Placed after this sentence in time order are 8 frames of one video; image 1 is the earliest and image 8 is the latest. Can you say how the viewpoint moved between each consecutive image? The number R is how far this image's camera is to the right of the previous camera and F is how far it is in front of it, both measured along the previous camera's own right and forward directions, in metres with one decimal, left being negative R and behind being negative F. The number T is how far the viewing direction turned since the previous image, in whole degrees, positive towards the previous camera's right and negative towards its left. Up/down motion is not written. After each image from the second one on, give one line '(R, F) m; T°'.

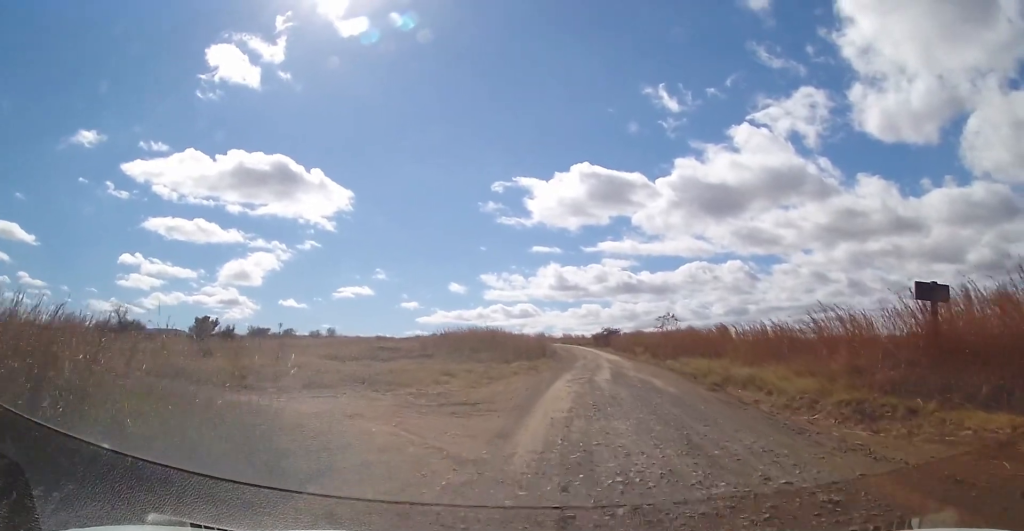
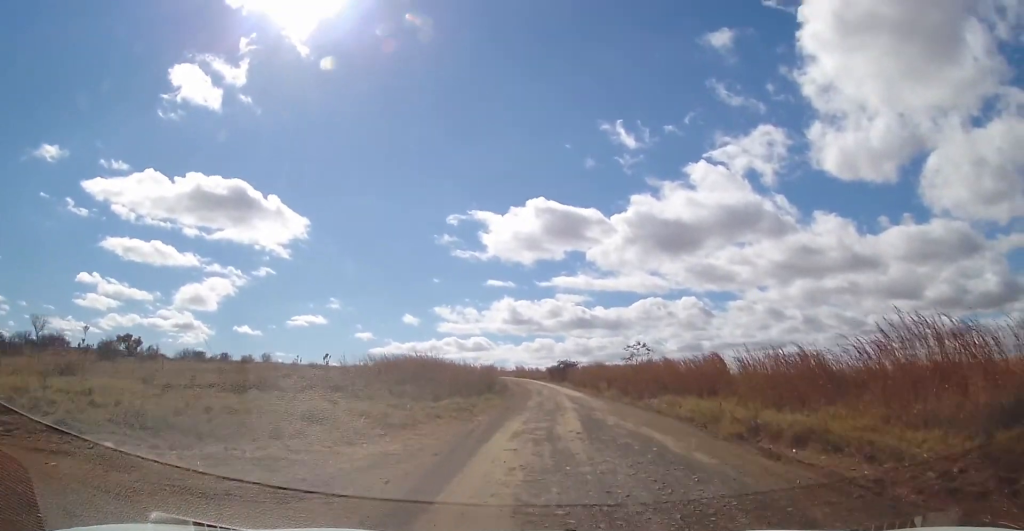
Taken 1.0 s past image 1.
(+0.2, +8.6) m; +3°
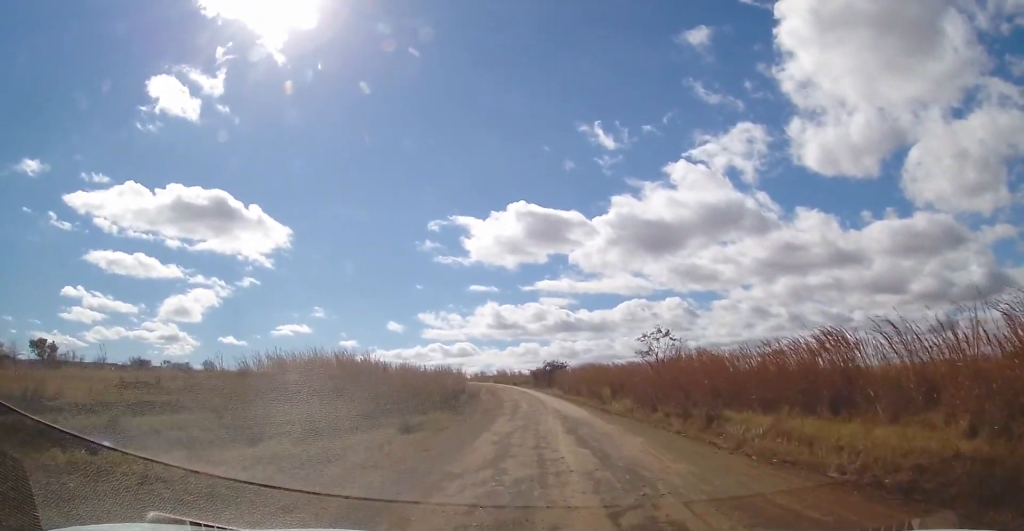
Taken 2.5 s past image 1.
(+0.7, +14.3) m; +3°
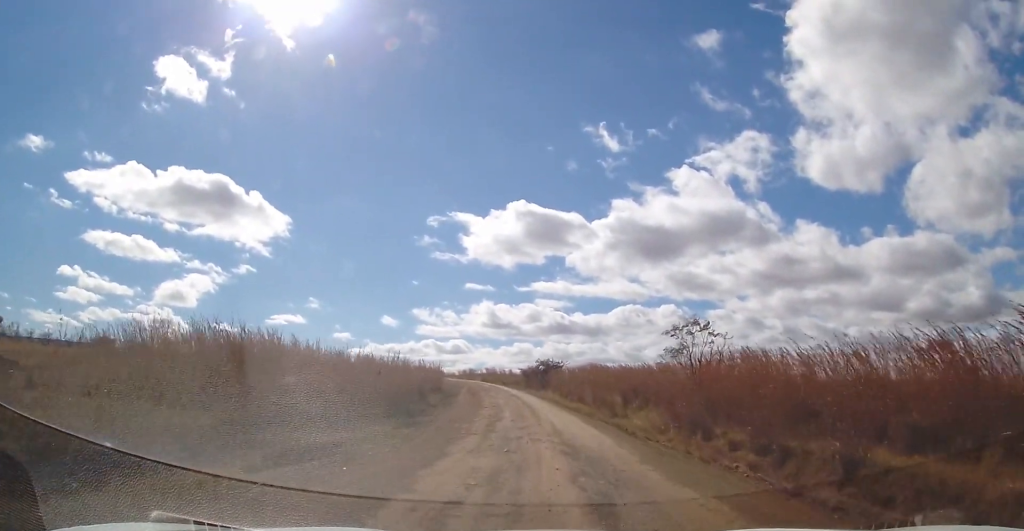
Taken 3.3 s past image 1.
(0.0, +8.6) m; -1°
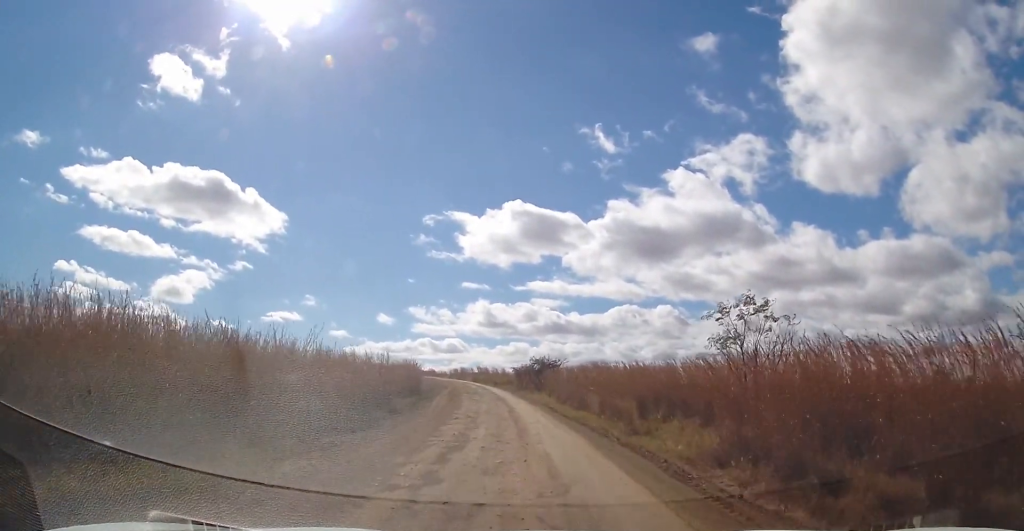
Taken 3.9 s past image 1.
(-0.1, +6.9) m; -1°
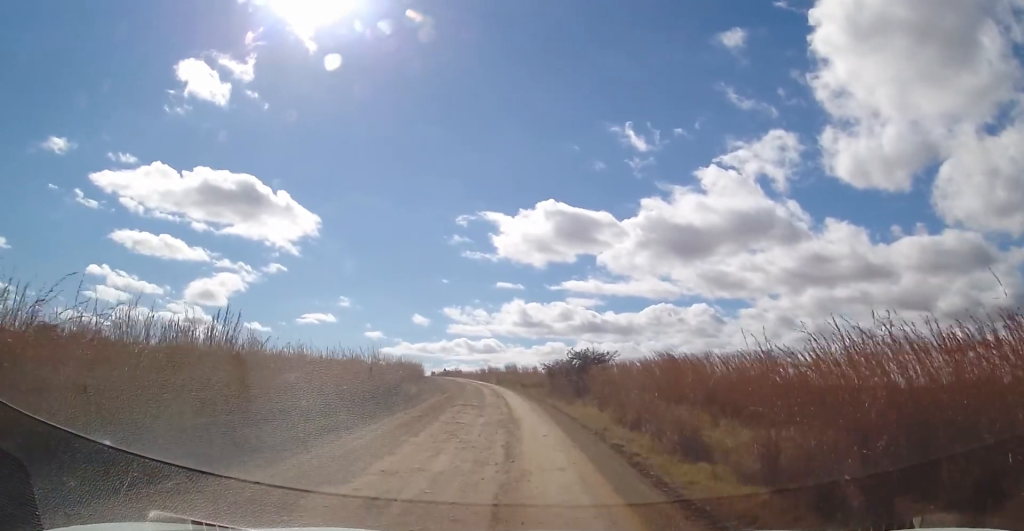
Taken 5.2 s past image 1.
(-0.2, +16.2) m; 0°
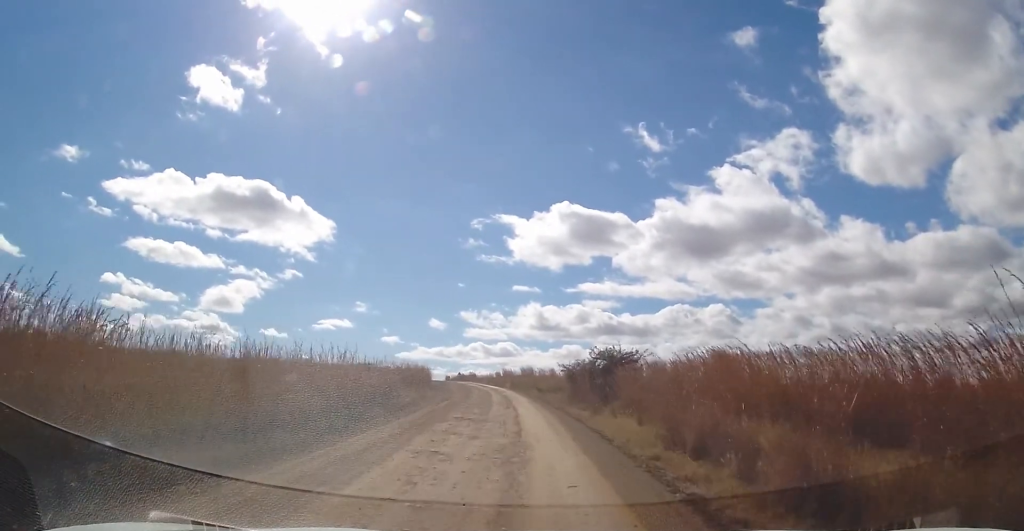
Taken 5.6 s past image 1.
(0.0, +5.6) m; 0°
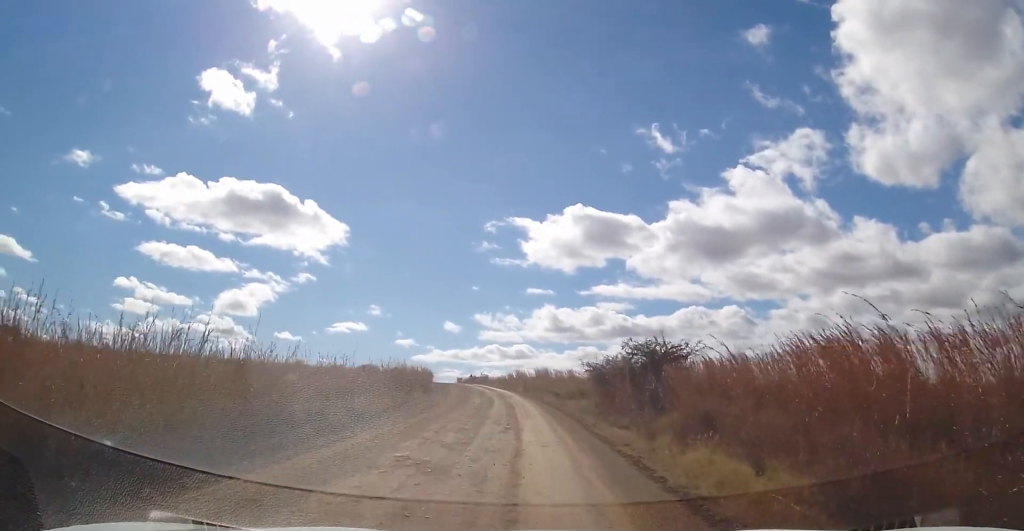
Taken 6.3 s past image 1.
(+0.1, +8.8) m; 0°
